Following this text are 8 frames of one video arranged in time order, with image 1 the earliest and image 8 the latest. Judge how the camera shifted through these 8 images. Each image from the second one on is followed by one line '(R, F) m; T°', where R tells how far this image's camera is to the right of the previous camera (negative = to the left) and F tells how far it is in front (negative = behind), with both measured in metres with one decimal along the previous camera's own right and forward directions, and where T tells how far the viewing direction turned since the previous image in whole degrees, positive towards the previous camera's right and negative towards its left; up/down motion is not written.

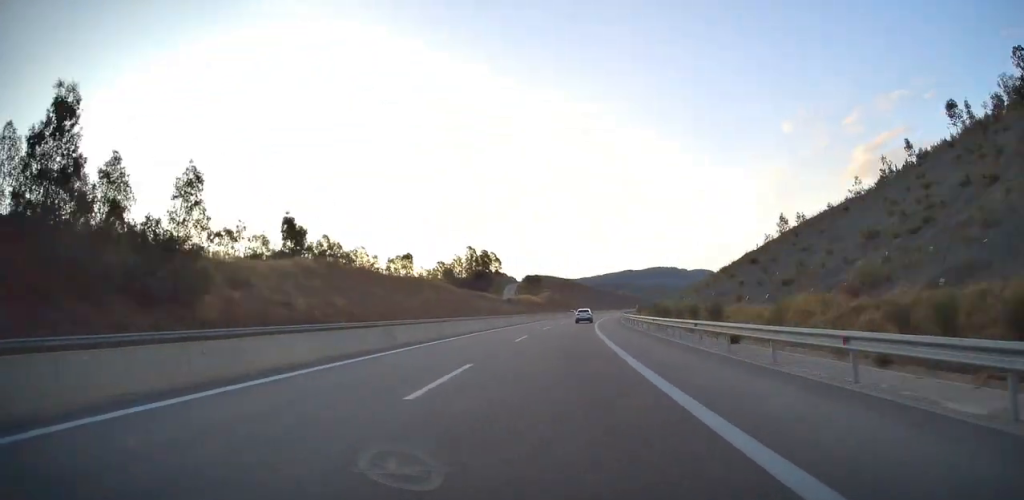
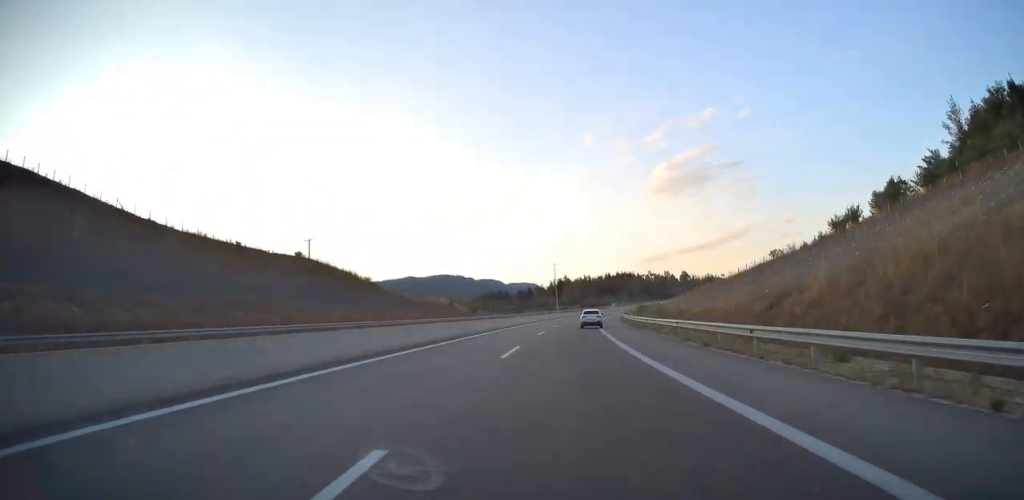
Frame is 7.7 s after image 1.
(+36.6, +238.6) m; +18°
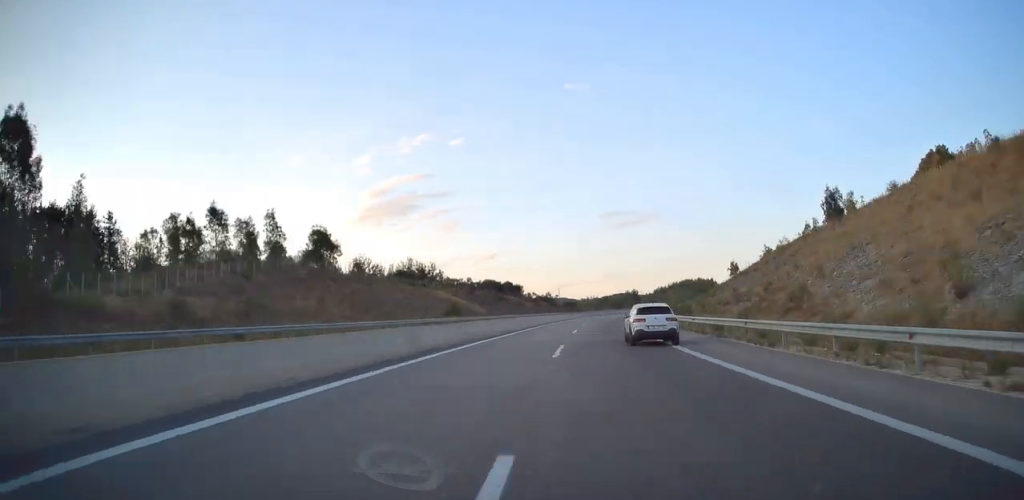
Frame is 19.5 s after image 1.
(+96.5, +357.2) m; +28°
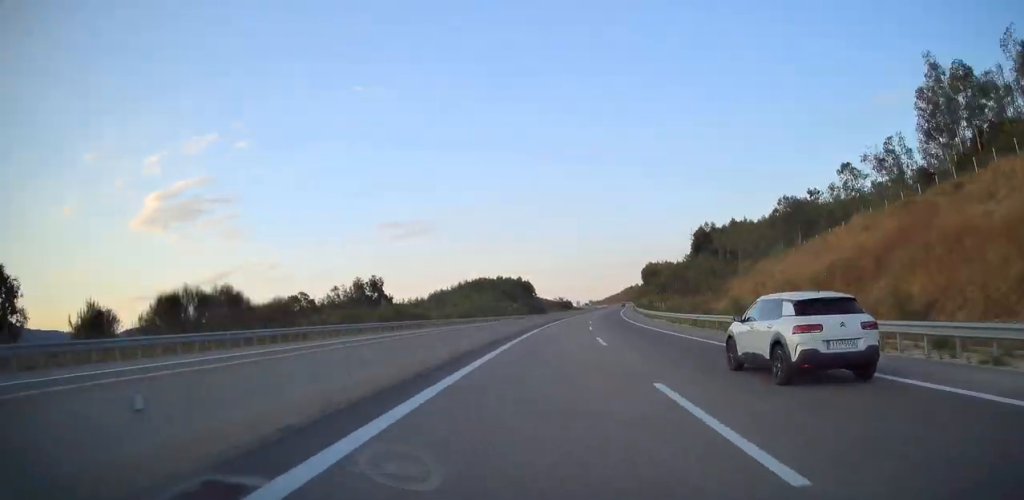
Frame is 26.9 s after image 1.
(+34.8, +237.0) m; +13°
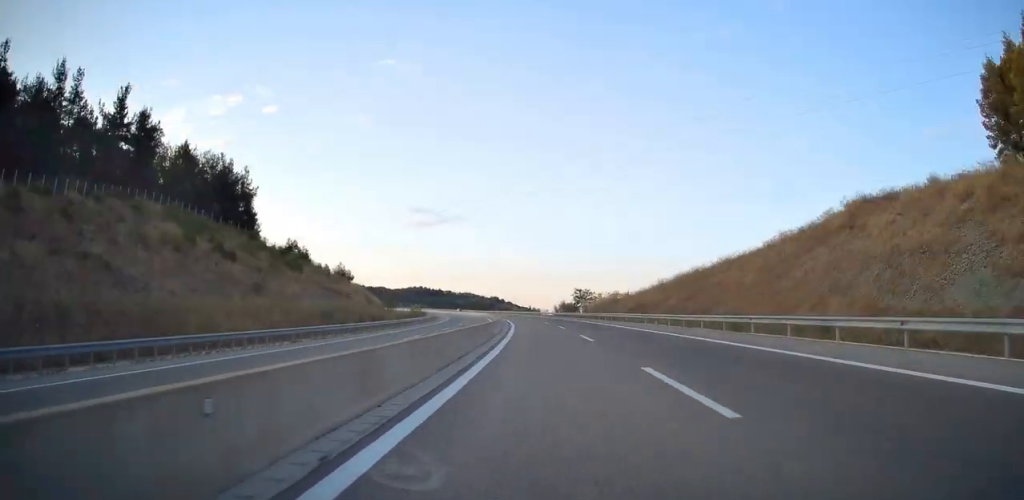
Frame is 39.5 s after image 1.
(+20.6, +404.6) m; -7°
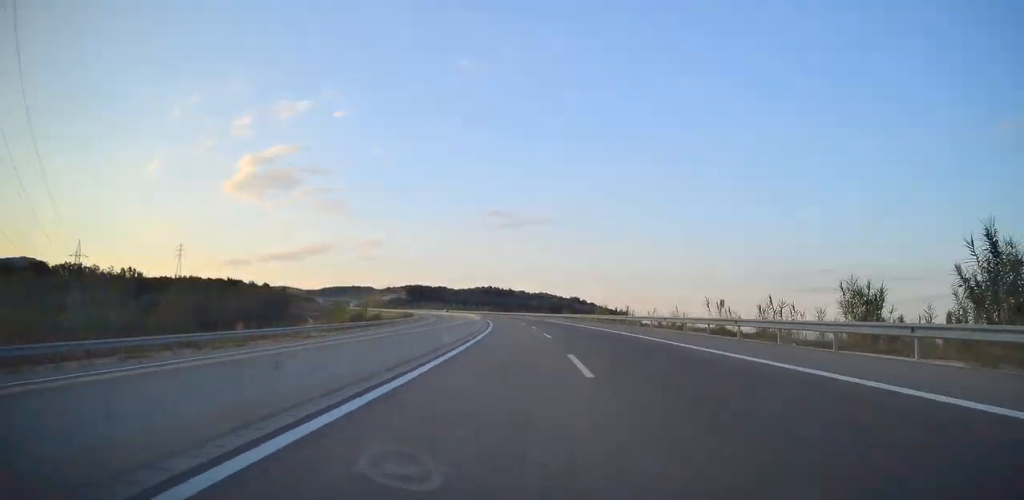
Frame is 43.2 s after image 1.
(-10.6, +118.7) m; -7°
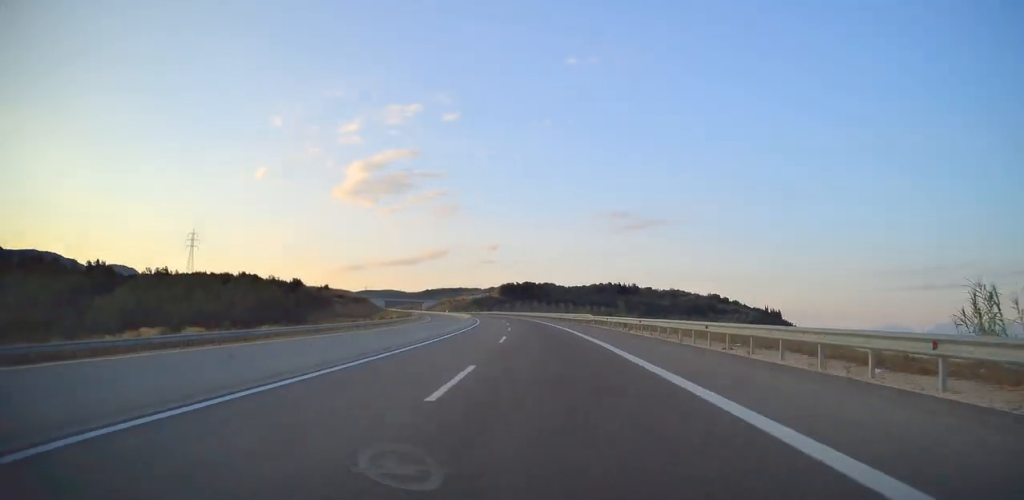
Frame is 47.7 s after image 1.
(-8.6, +145.5) m; -10°
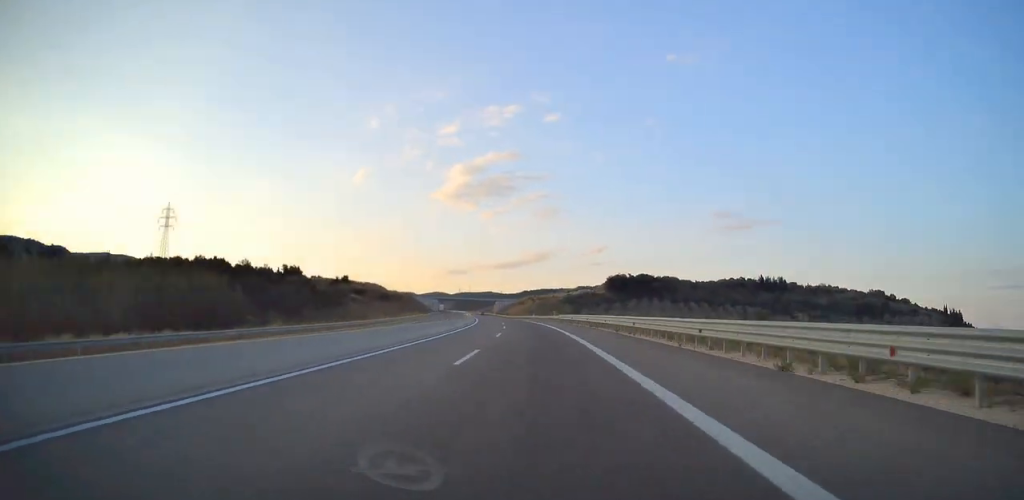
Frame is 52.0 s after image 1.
(-16.4, +135.0) m; -6°
